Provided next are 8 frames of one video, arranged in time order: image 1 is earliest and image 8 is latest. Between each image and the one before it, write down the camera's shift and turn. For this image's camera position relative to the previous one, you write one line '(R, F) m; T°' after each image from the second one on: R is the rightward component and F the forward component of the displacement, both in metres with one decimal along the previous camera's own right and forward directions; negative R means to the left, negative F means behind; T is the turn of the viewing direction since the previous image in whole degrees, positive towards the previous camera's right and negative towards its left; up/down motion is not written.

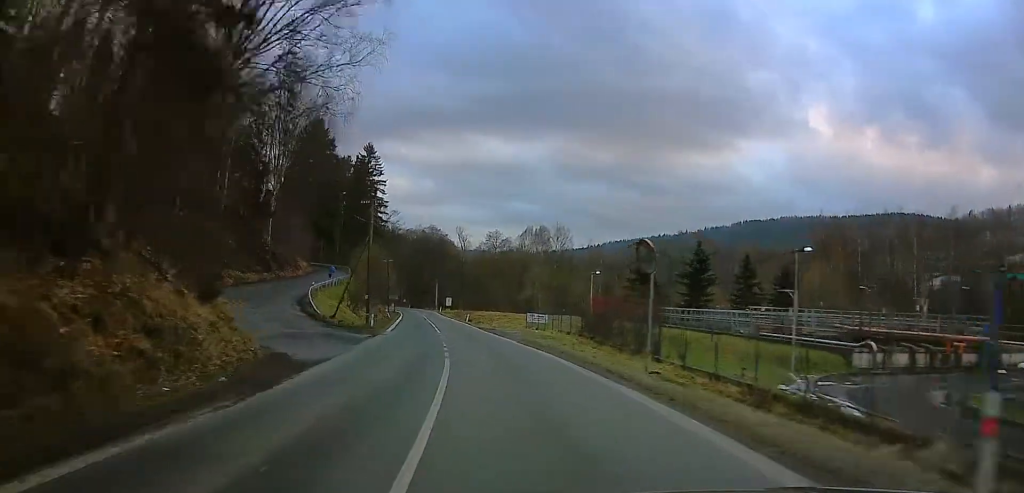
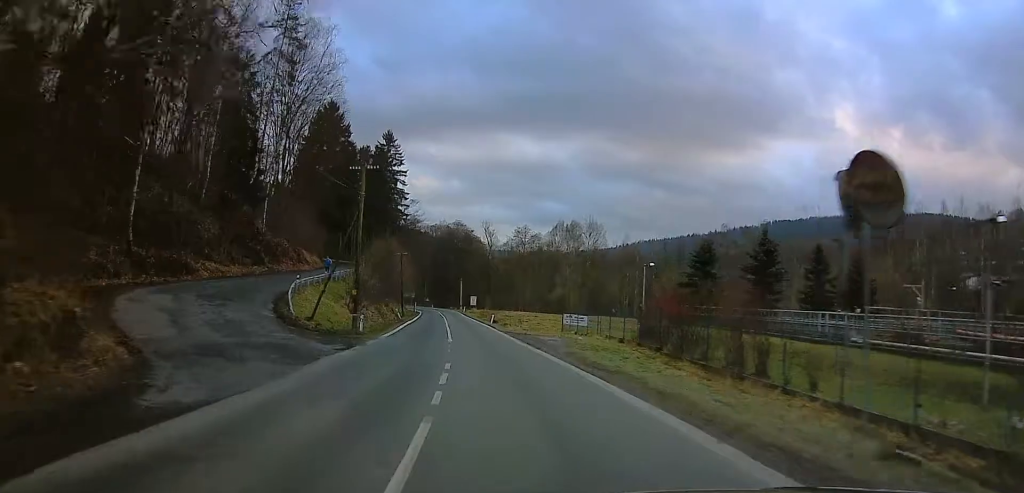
(0.0, +10.5) m; 0°
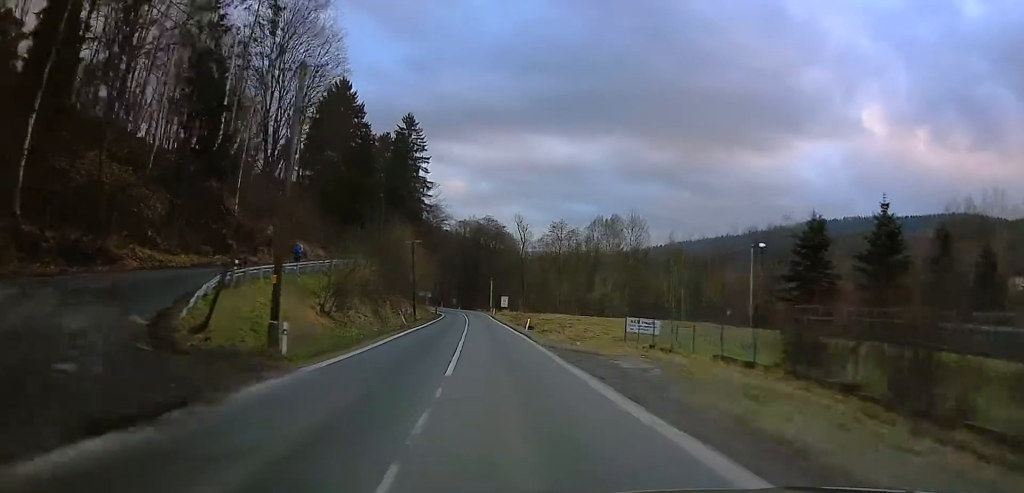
(0.0, +14.7) m; 0°
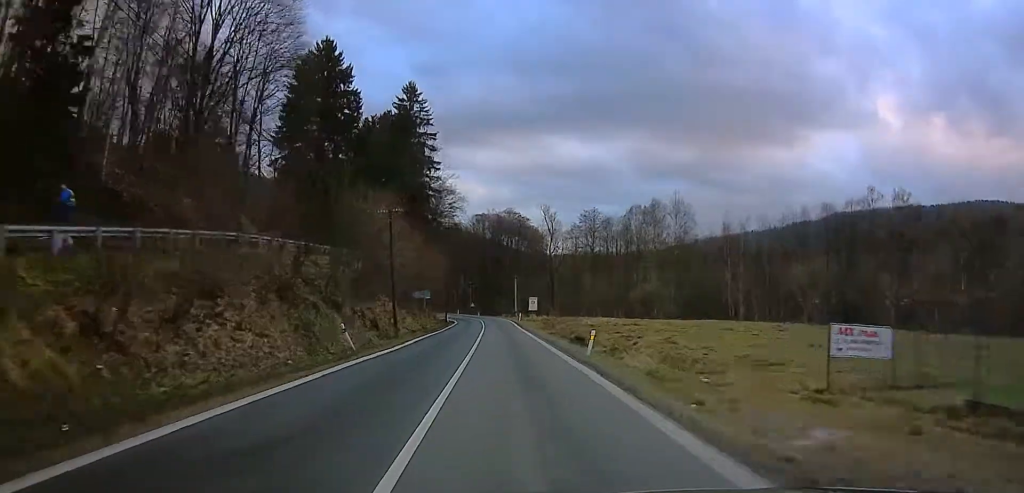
(0.0, +21.9) m; 0°
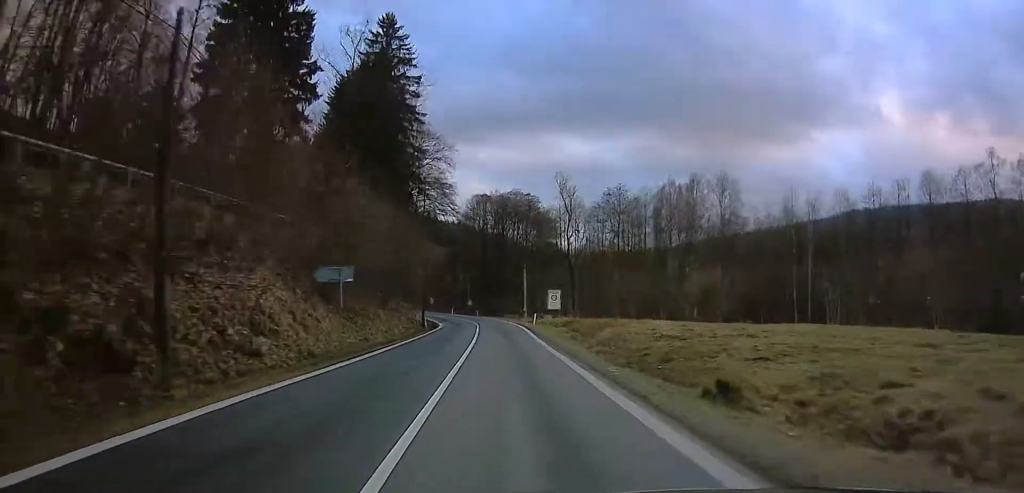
(0.0, +26.3) m; -3°
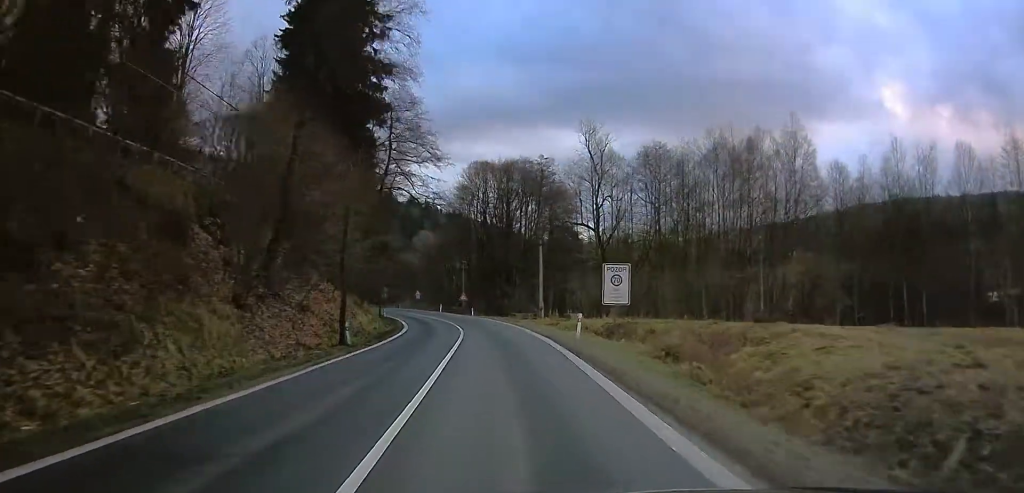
(-1.9, +26.8) m; -7°
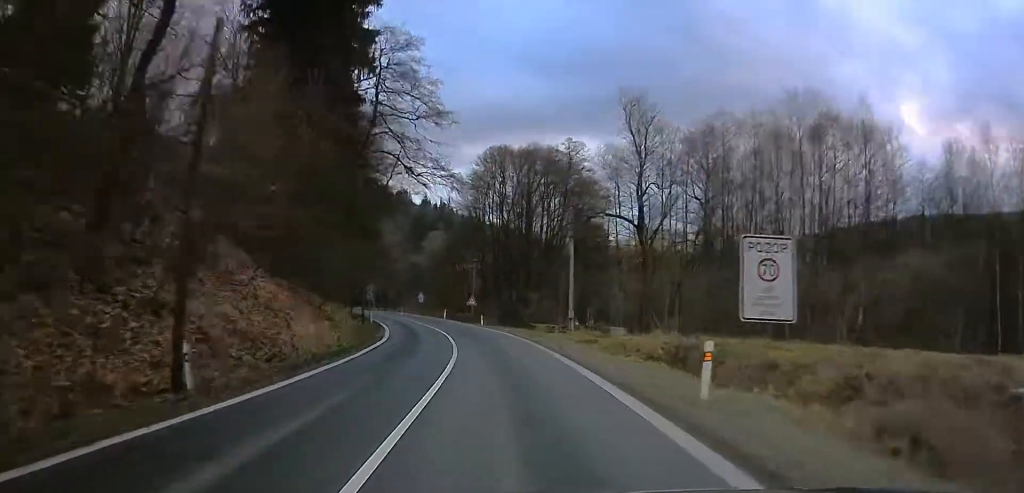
(-0.1, +13.5) m; -5°
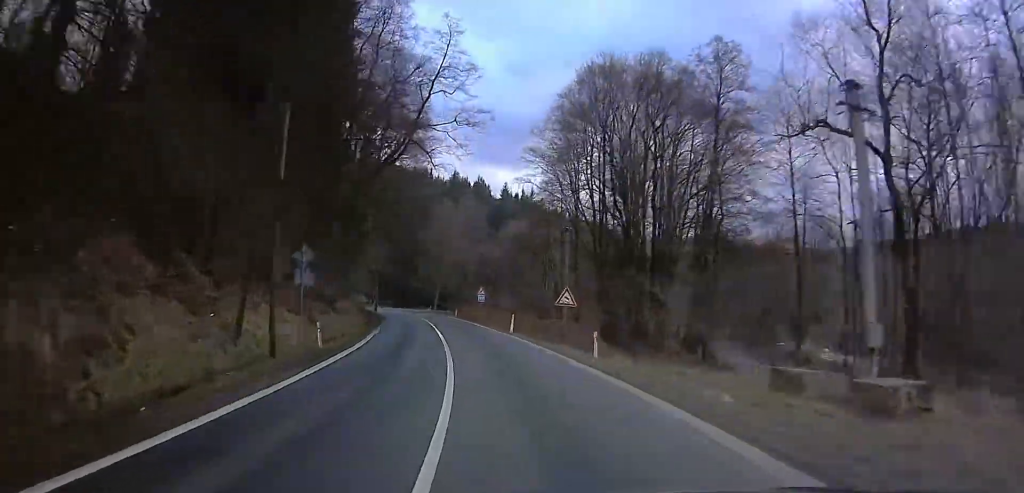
(-3.4, +30.9) m; -10°
